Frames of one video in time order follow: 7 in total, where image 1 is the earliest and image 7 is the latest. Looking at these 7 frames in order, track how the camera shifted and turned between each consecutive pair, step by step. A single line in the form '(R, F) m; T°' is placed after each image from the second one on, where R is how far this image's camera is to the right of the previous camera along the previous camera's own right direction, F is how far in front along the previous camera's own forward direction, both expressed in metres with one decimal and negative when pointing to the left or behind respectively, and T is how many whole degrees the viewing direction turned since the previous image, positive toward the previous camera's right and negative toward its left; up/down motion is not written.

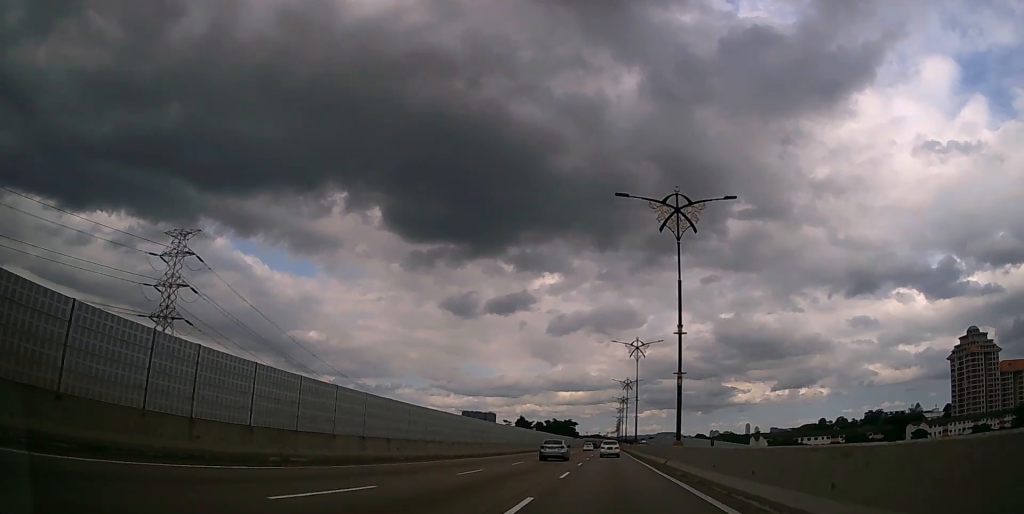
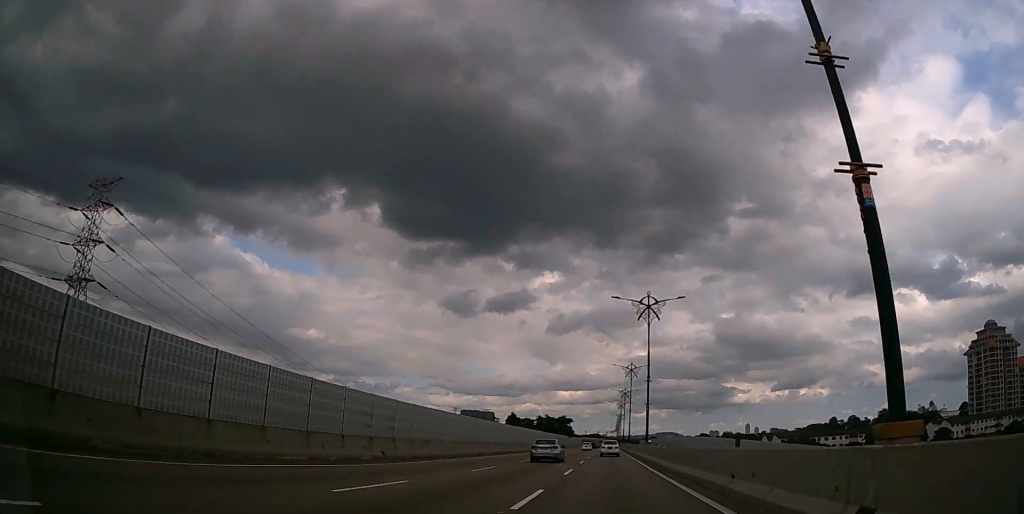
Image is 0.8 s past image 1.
(+0.1, +20.5) m; 0°
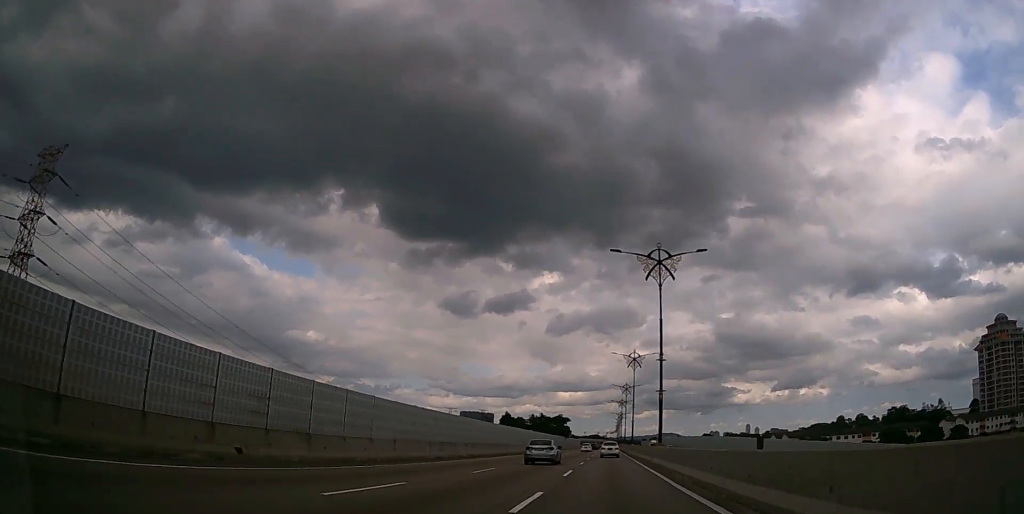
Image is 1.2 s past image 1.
(0.0, +11.7) m; 0°
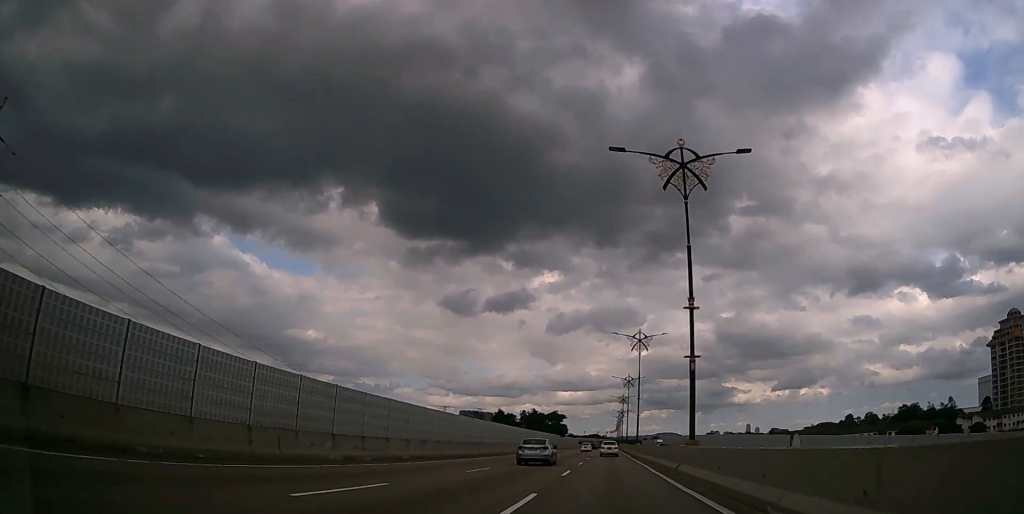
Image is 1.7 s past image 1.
(0.0, +13.2) m; 0°
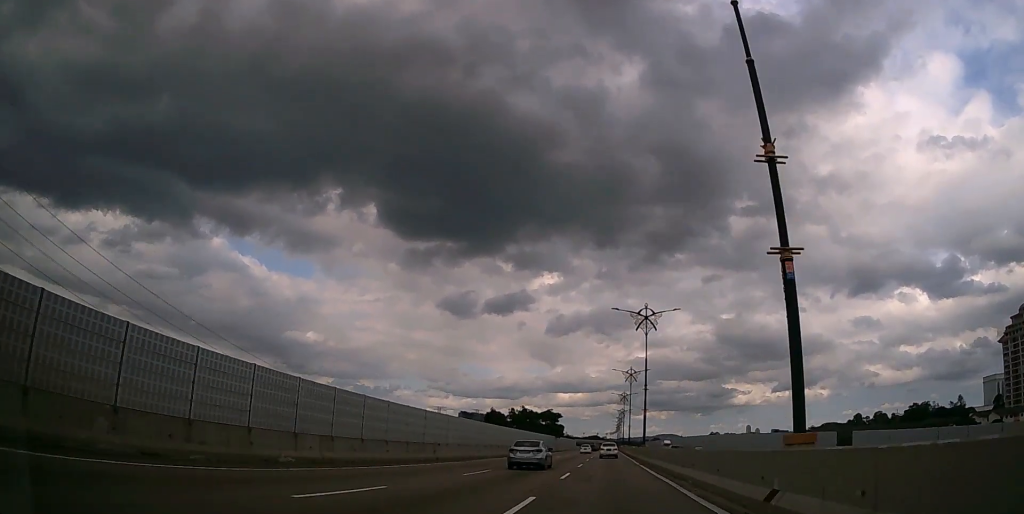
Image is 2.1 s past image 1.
(0.0, +12.3) m; 0°
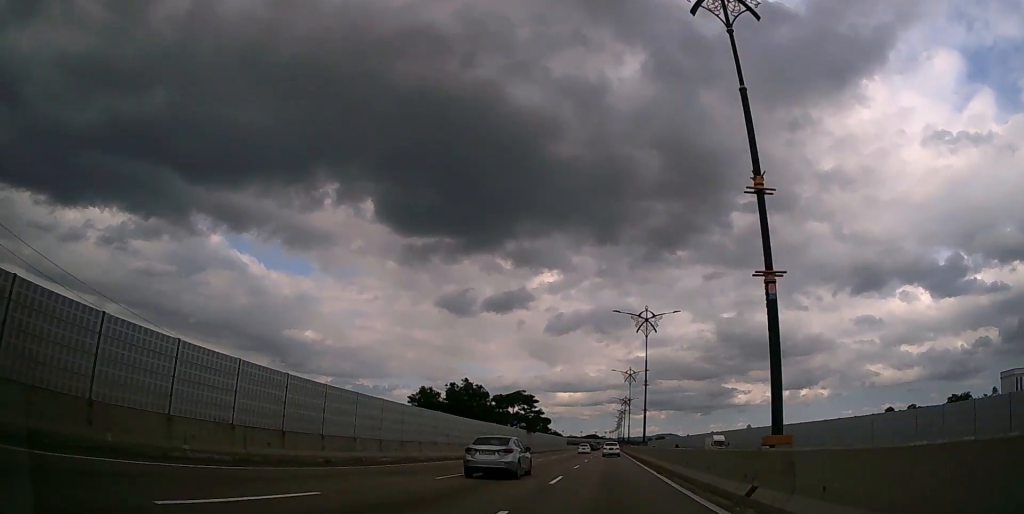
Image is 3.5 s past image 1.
(0.0, +38.7) m; 0°
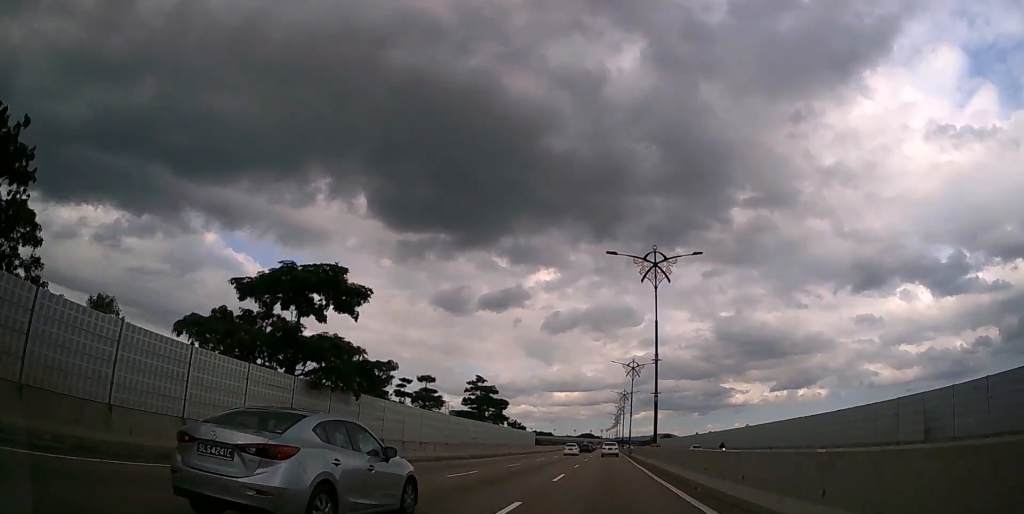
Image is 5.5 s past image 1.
(+0.2, +56.5) m; 0°
